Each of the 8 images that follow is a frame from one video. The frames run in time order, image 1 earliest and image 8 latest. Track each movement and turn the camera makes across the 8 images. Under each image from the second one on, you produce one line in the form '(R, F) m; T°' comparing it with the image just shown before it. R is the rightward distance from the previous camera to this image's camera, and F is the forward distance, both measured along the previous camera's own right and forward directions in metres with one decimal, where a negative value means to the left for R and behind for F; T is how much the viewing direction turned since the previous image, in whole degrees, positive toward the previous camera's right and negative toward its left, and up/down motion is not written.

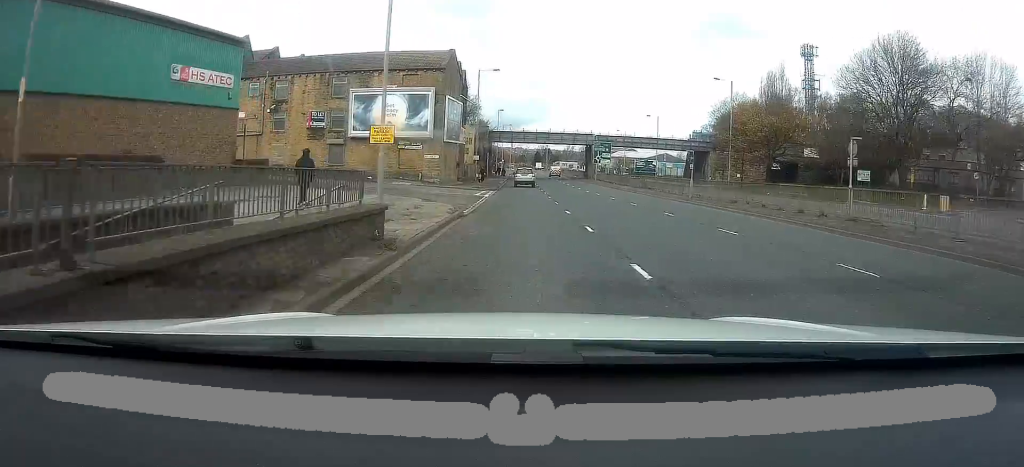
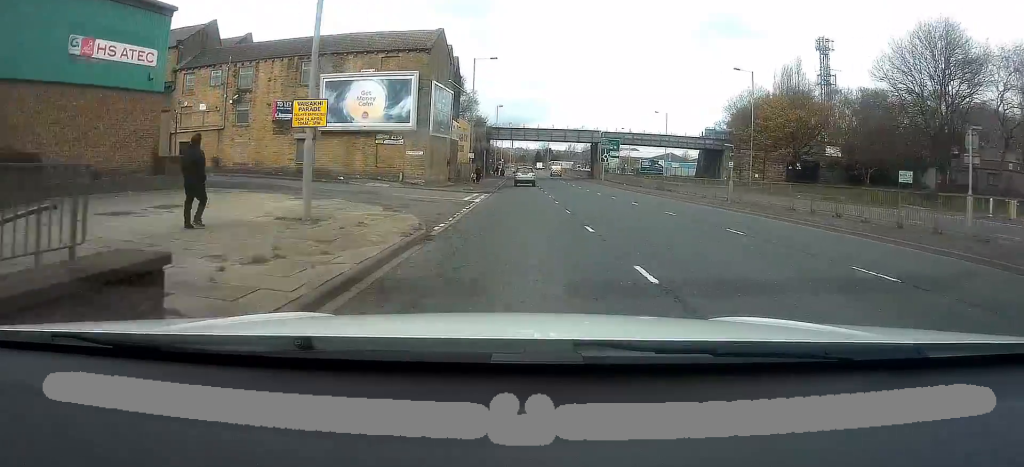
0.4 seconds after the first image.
(-0.1, +6.5) m; 0°
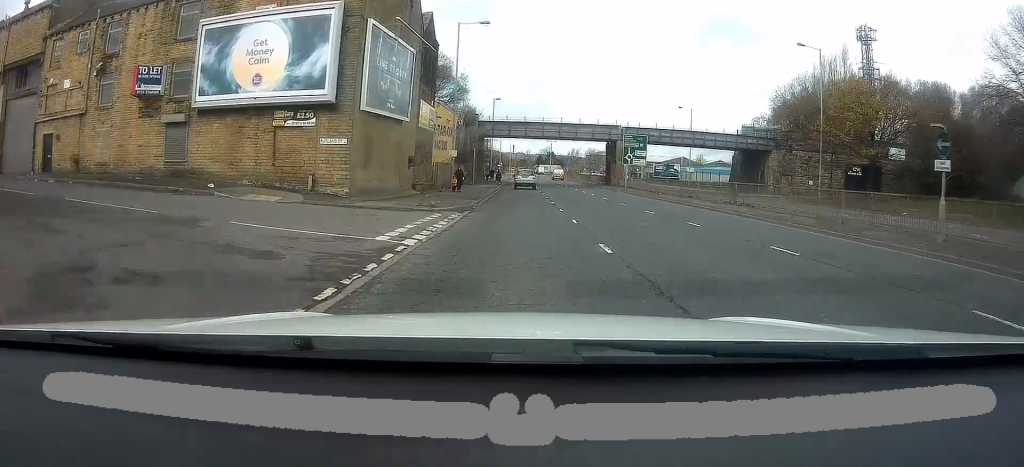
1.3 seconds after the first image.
(0.0, +15.2) m; 0°
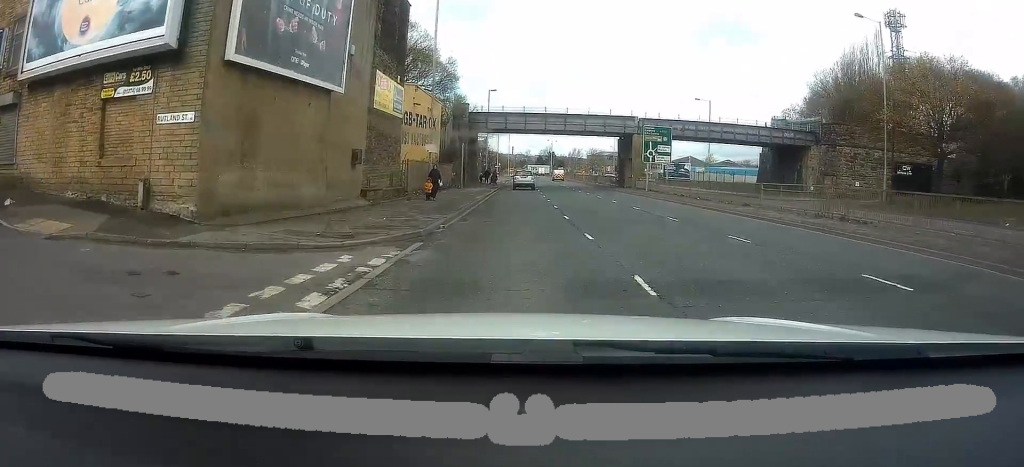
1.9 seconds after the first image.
(+0.1, +9.7) m; 0°
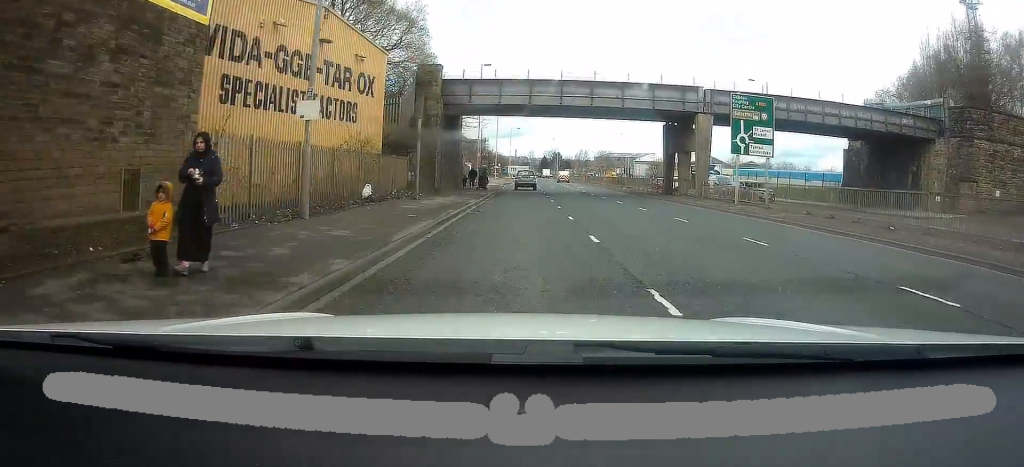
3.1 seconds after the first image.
(-0.1, +18.8) m; 0°
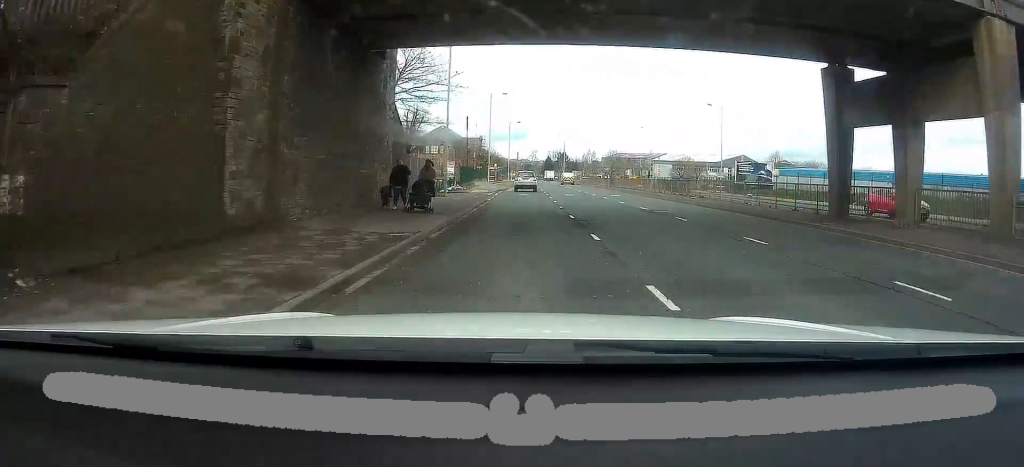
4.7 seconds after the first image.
(+0.2, +24.0) m; 0°
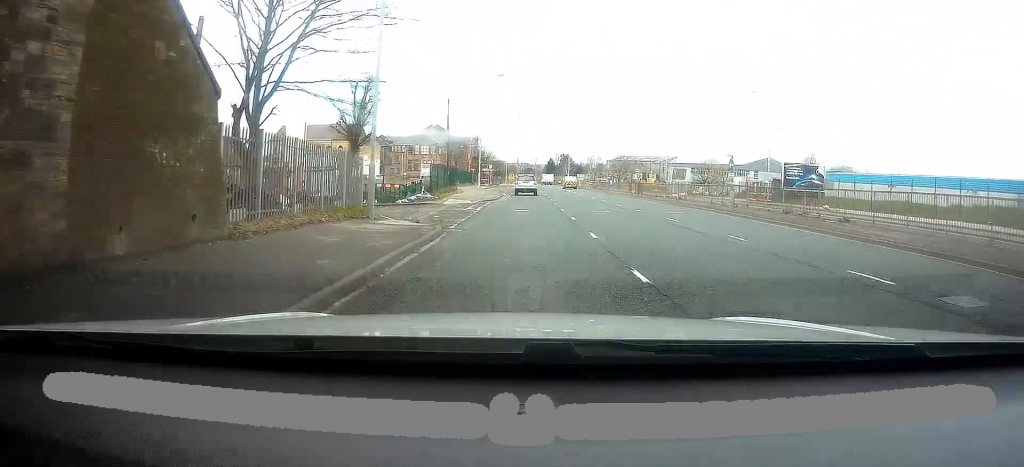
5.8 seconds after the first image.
(-0.1, +16.8) m; -1°
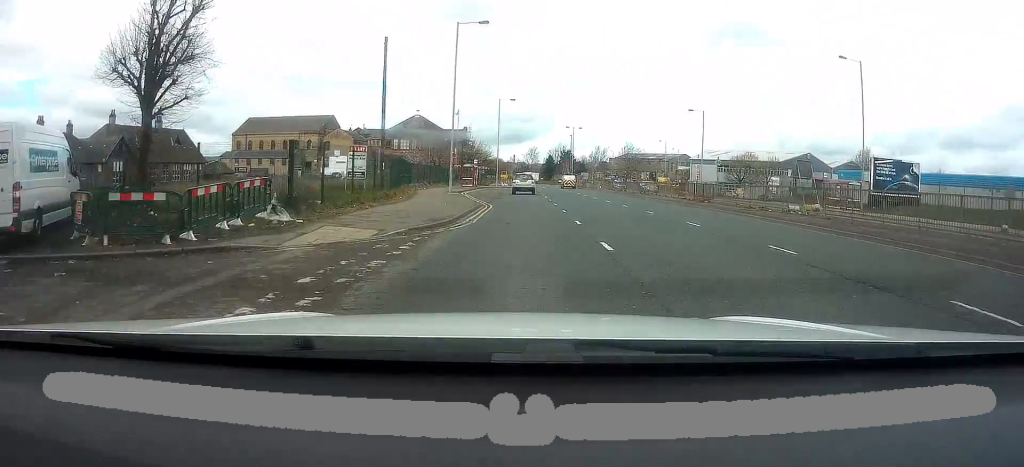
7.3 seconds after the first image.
(-0.1, +21.1) m; 0°
